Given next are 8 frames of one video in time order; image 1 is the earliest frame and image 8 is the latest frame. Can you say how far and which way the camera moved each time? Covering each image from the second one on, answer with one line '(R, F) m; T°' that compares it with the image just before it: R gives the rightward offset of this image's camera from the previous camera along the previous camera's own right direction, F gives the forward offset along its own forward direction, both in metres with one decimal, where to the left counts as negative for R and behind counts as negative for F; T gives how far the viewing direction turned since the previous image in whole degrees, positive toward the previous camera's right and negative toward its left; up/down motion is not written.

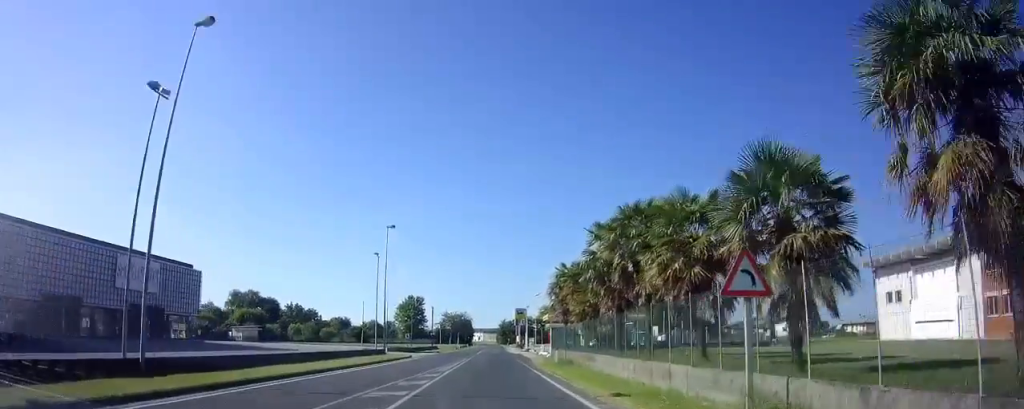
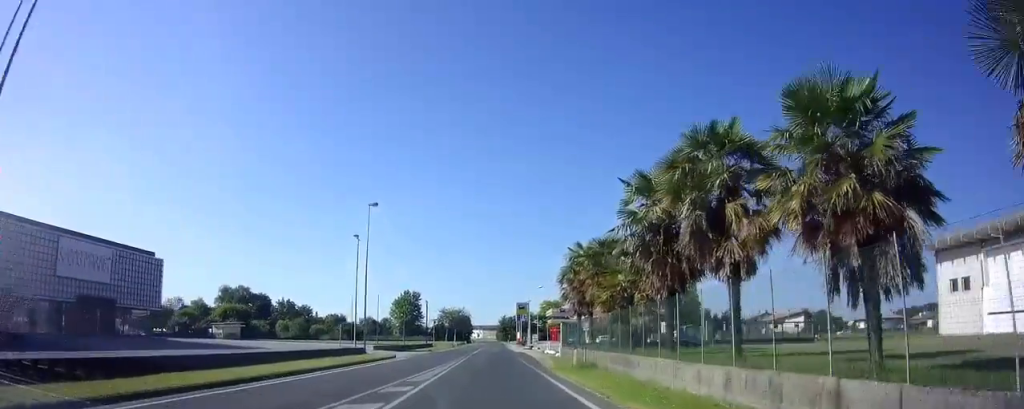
(0.0, +6.6) m; 0°
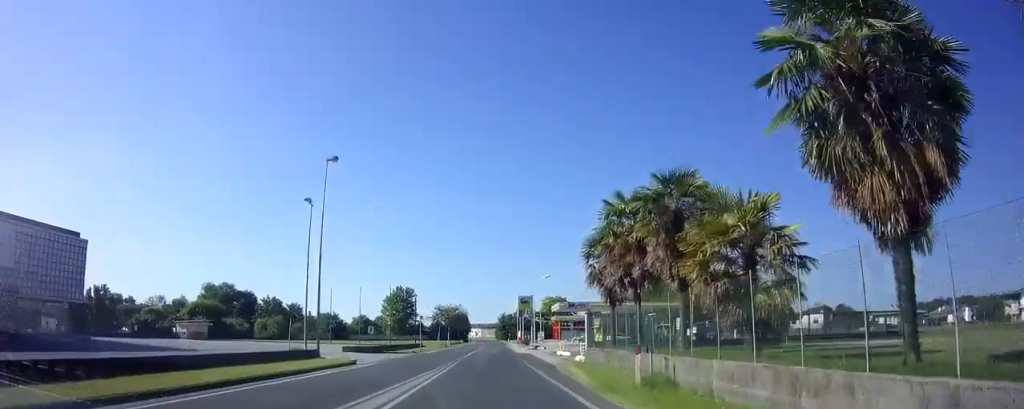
(0.0, +10.0) m; 0°
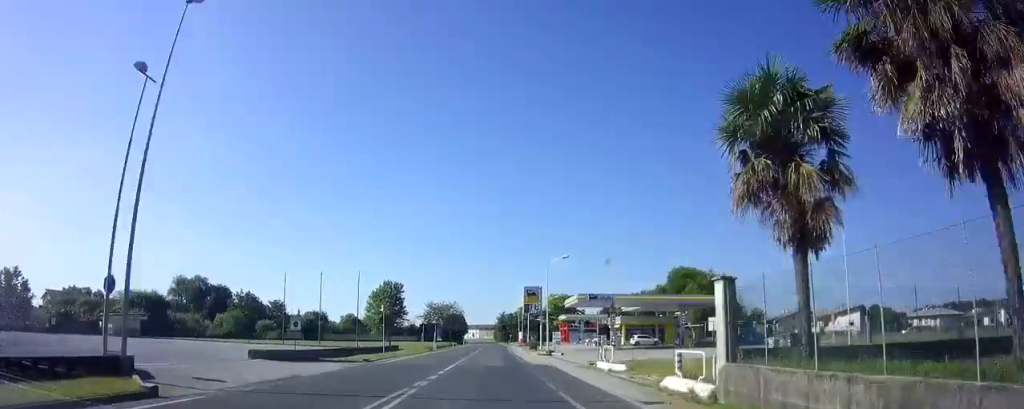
(+0.1, +15.6) m; +1°
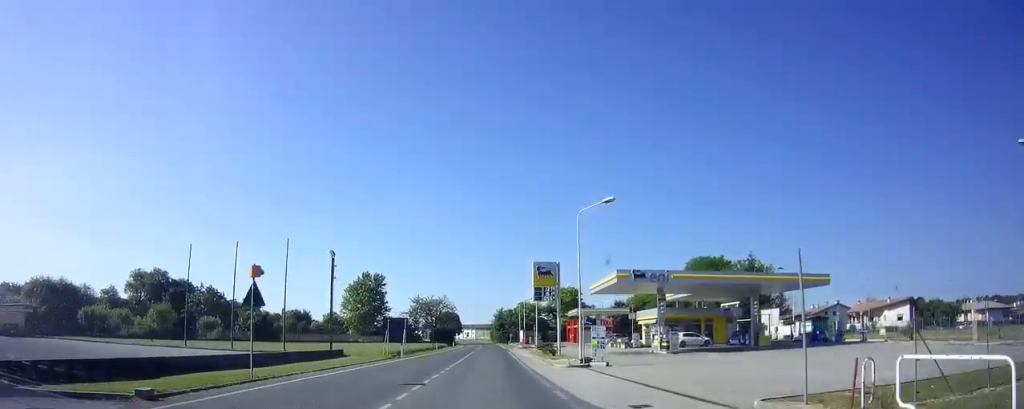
(+0.1, +19.3) m; 0°
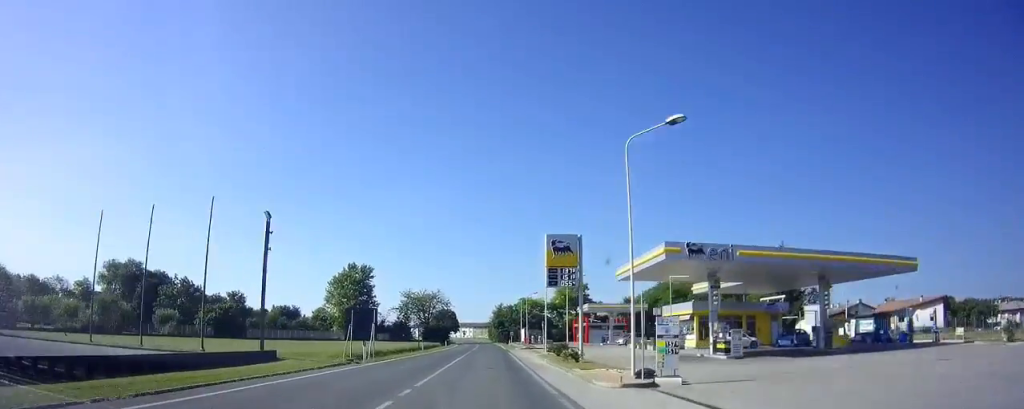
(0.0, +10.3) m; 0°
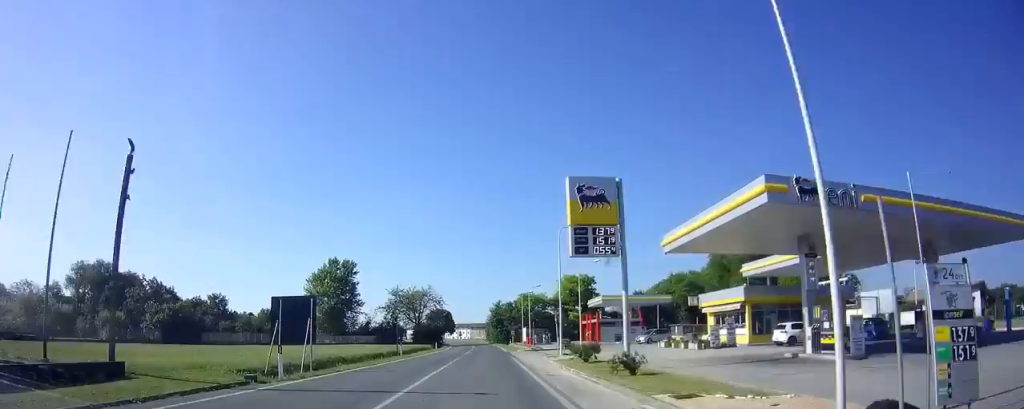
(0.0, +10.4) m; 0°
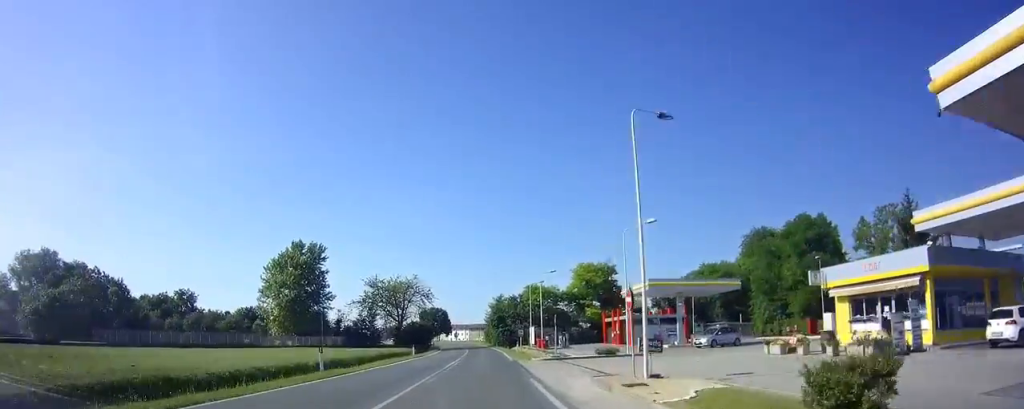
(0.0, +16.9) m; -1°
